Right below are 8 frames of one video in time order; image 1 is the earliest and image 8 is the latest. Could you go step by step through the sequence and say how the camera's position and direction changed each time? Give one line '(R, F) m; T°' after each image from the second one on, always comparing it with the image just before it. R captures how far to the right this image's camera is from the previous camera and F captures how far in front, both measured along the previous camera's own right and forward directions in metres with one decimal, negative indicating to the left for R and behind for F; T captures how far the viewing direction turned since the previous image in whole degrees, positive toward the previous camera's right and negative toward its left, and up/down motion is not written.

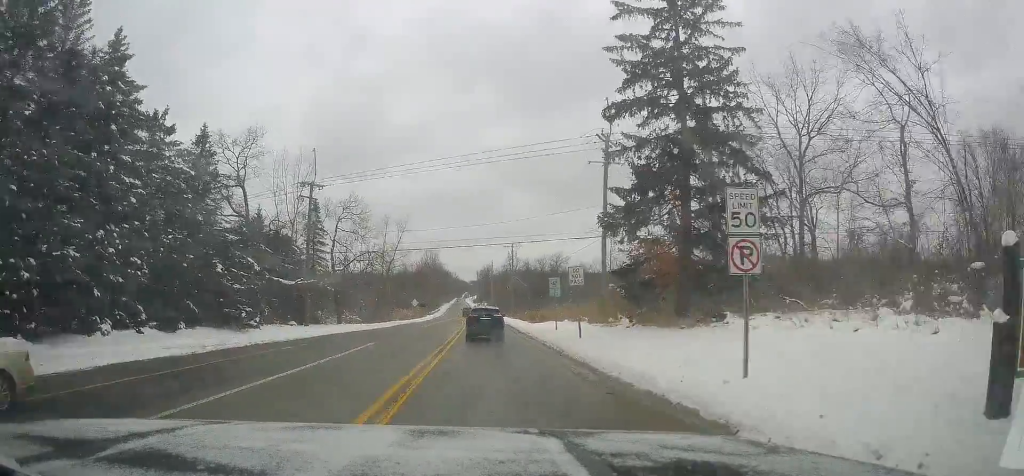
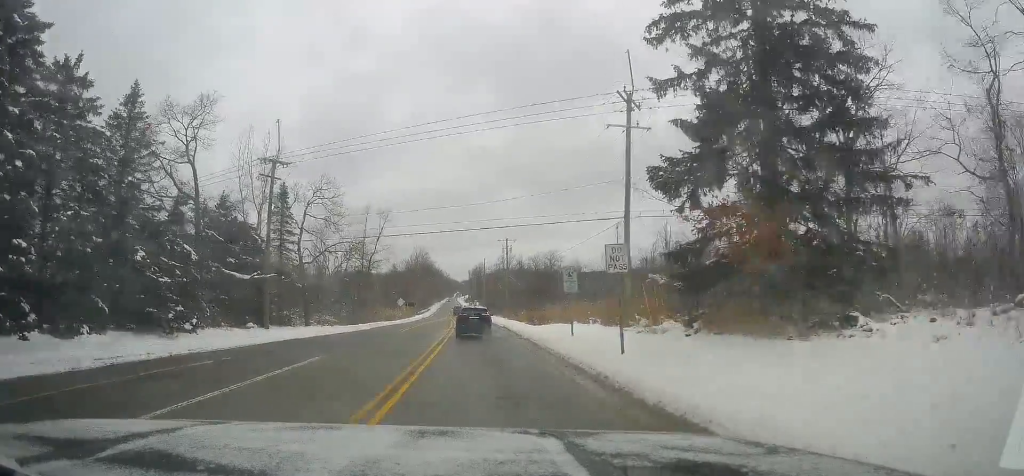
(0.0, +7.3) m; 0°
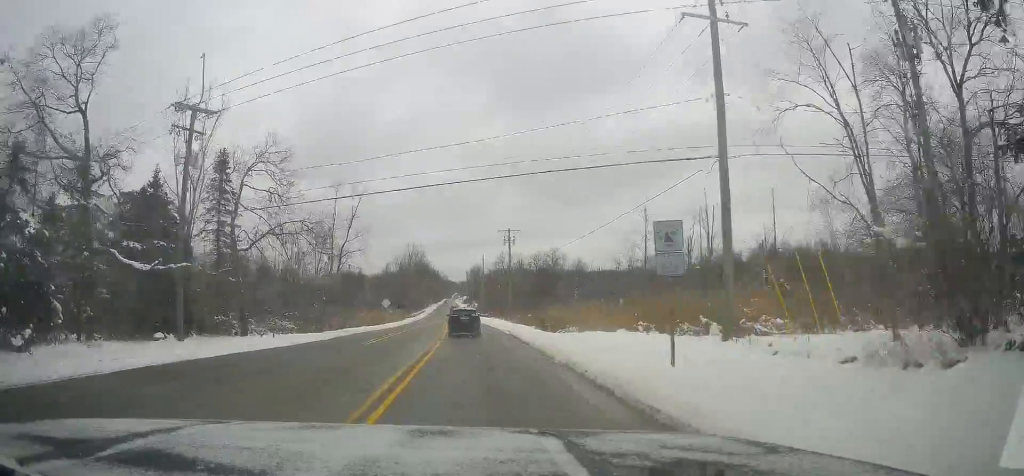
(0.0, +11.7) m; 0°
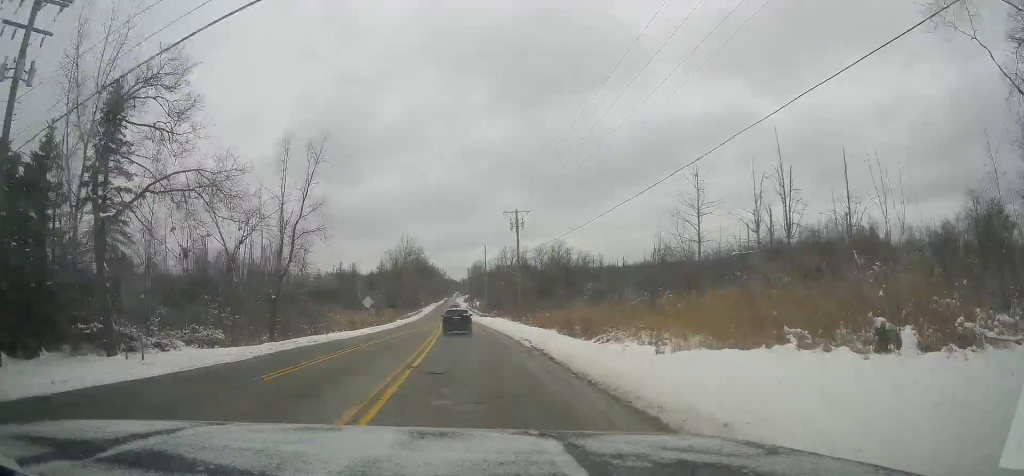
(0.0, +12.9) m; -2°
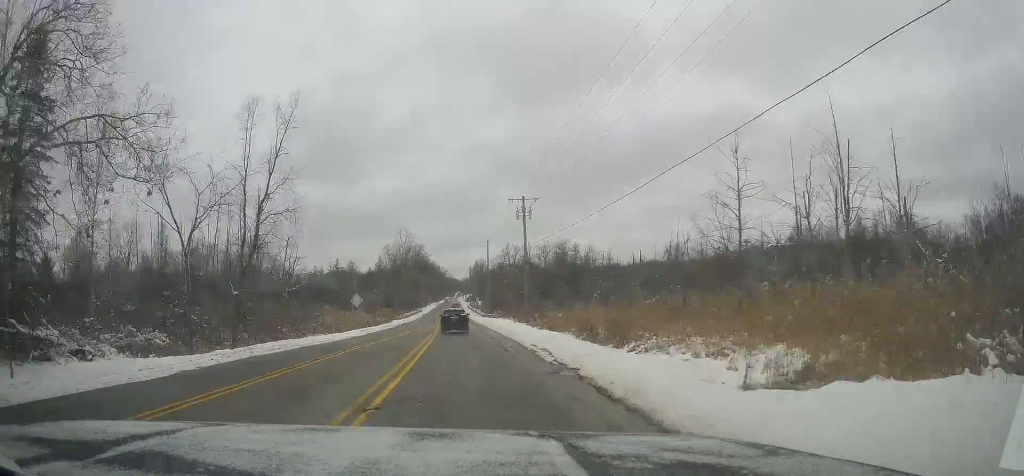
(+0.2, +6.3) m; -2°
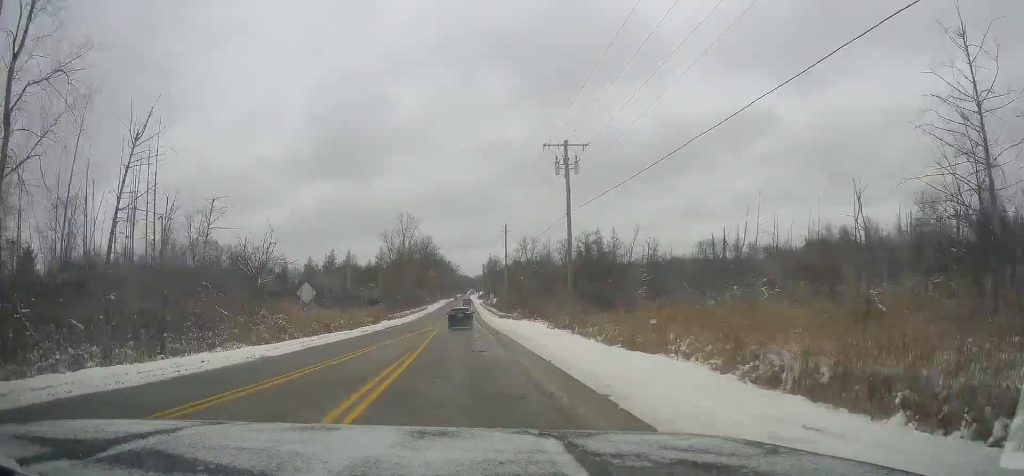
(-0.4, +19.8) m; +1°
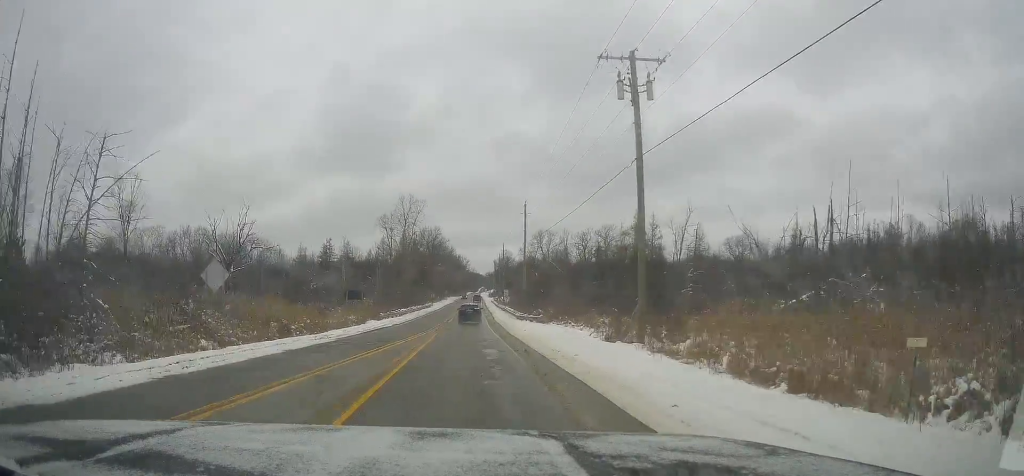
(+0.5, +14.3) m; +2°
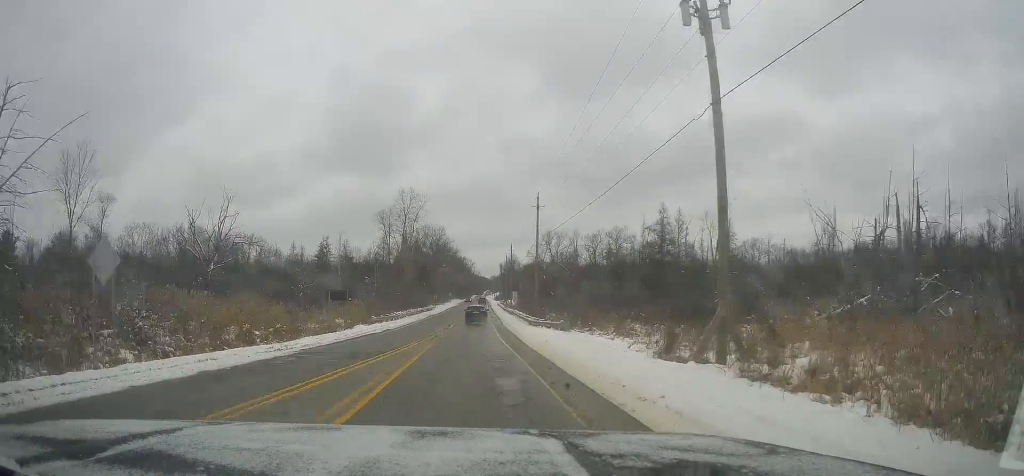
(0.0, +7.6) m; -1°
